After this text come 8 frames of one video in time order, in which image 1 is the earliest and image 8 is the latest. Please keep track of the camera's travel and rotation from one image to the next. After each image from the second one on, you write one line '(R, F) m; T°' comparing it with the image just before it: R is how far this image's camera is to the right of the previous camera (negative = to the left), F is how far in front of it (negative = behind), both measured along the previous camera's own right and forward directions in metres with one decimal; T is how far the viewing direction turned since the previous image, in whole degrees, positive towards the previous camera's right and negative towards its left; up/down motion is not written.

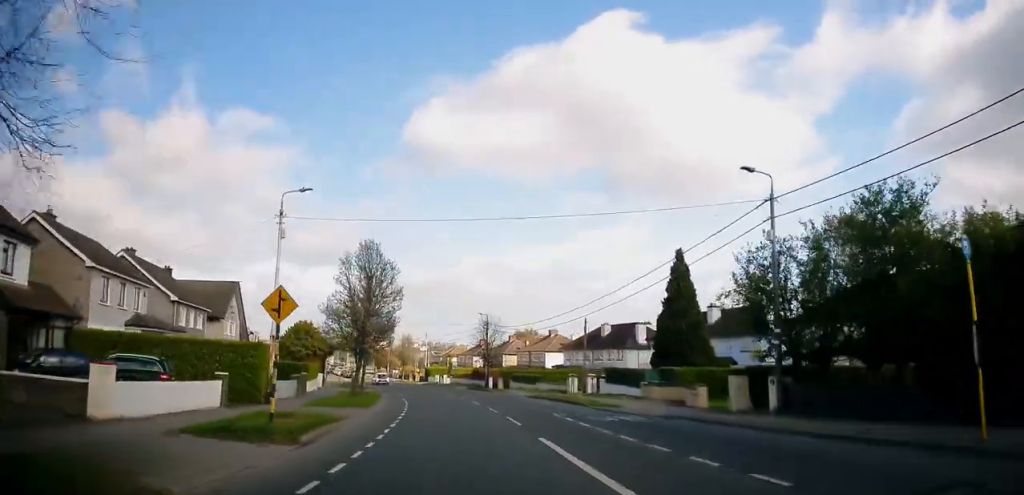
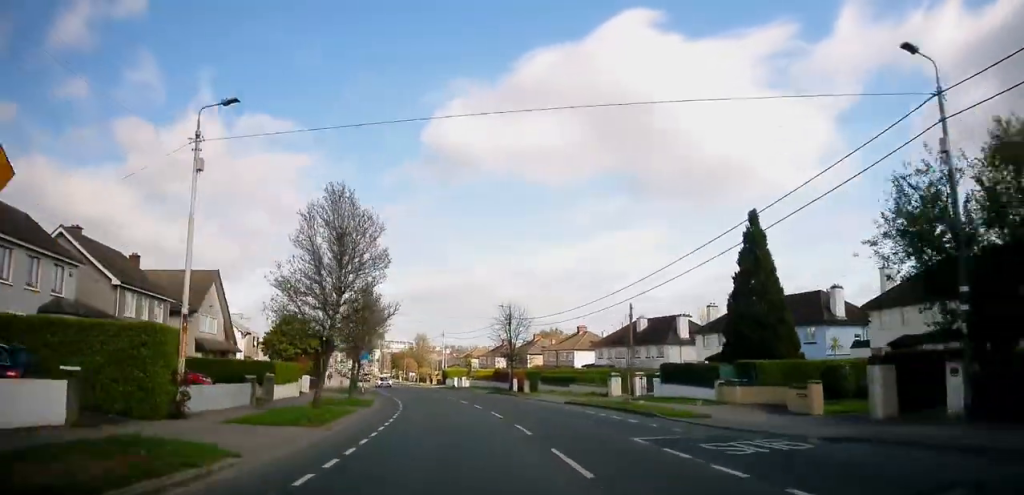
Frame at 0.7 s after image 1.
(+0.7, +8.0) m; -14°
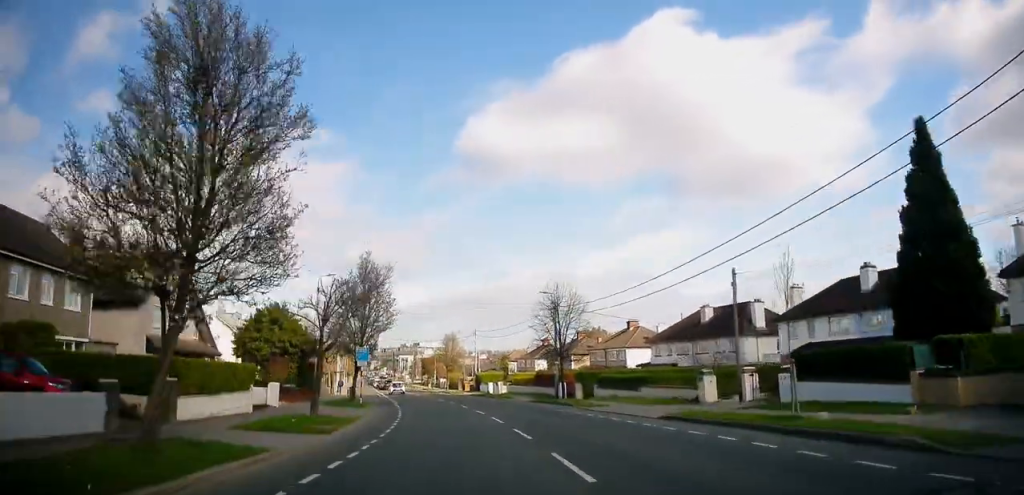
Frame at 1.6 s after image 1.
(-5.4, +12.5) m; -15°
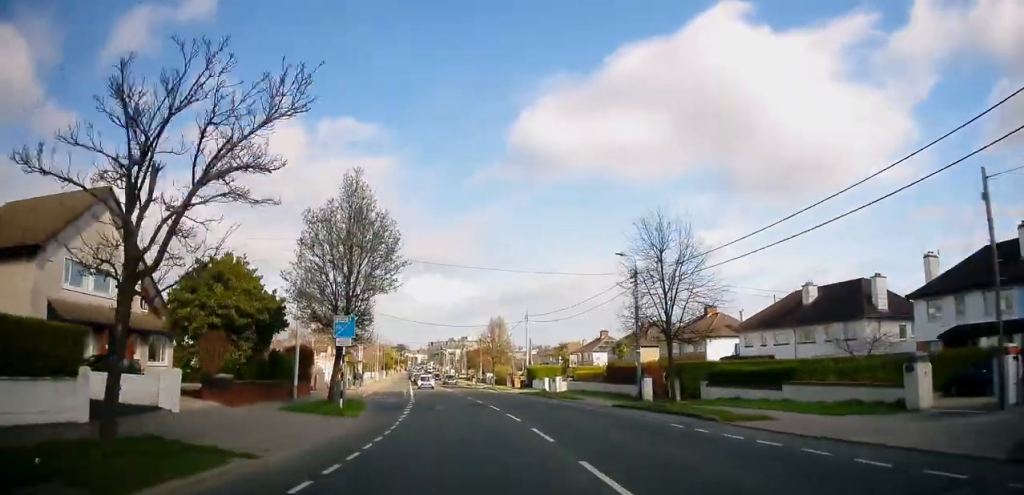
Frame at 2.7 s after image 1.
(+2.4, +14.6) m; +8°
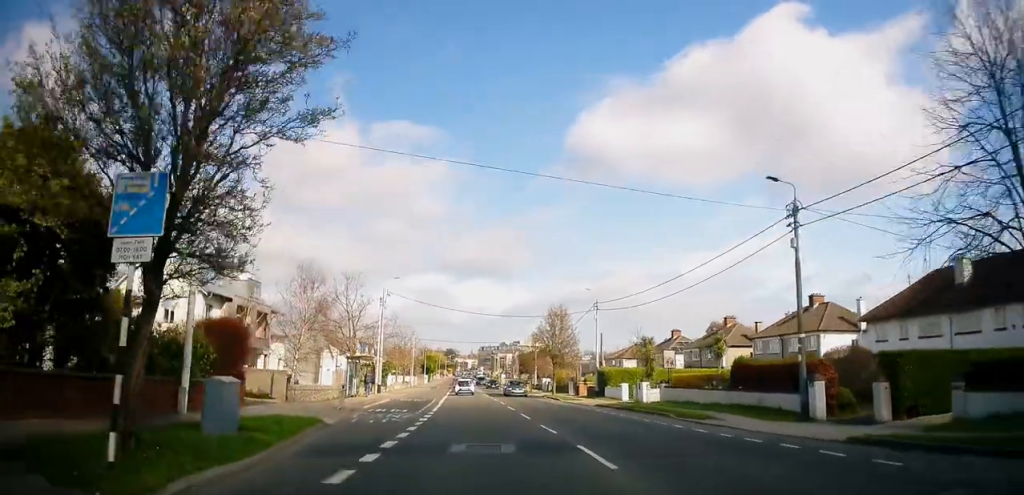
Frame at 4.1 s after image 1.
(-0.9, +16.6) m; -5°
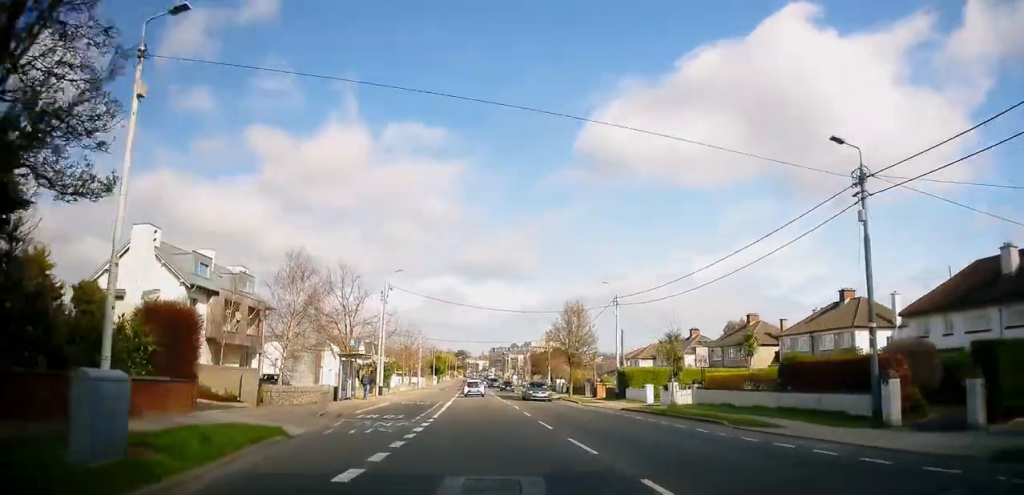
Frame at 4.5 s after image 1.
(-0.2, +4.6) m; -1°
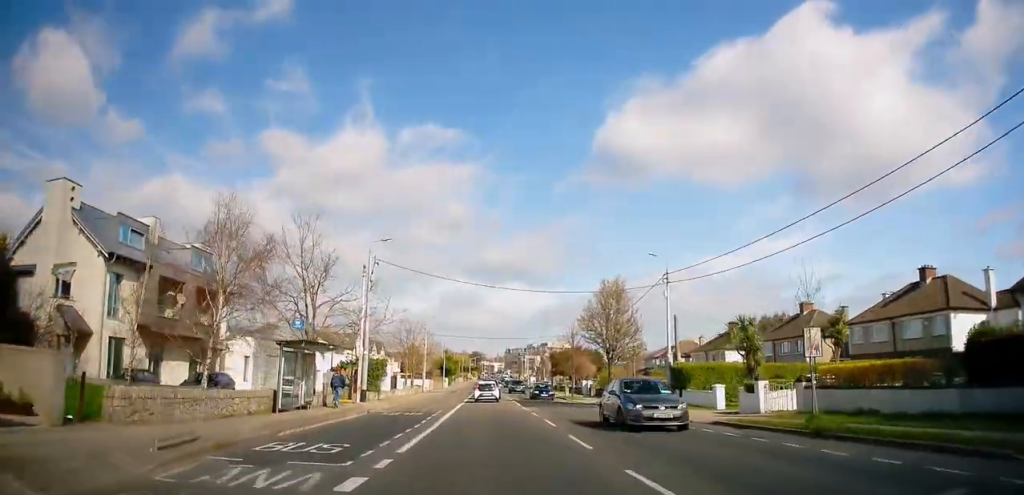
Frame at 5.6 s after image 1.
(+0.3, +12.4) m; -1°
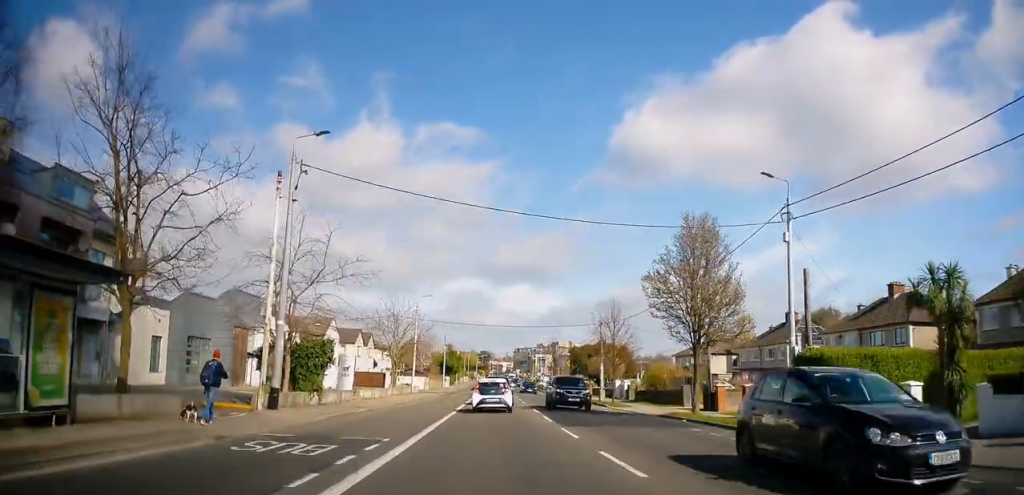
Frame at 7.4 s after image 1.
(+0.3, +16.9) m; +3°
